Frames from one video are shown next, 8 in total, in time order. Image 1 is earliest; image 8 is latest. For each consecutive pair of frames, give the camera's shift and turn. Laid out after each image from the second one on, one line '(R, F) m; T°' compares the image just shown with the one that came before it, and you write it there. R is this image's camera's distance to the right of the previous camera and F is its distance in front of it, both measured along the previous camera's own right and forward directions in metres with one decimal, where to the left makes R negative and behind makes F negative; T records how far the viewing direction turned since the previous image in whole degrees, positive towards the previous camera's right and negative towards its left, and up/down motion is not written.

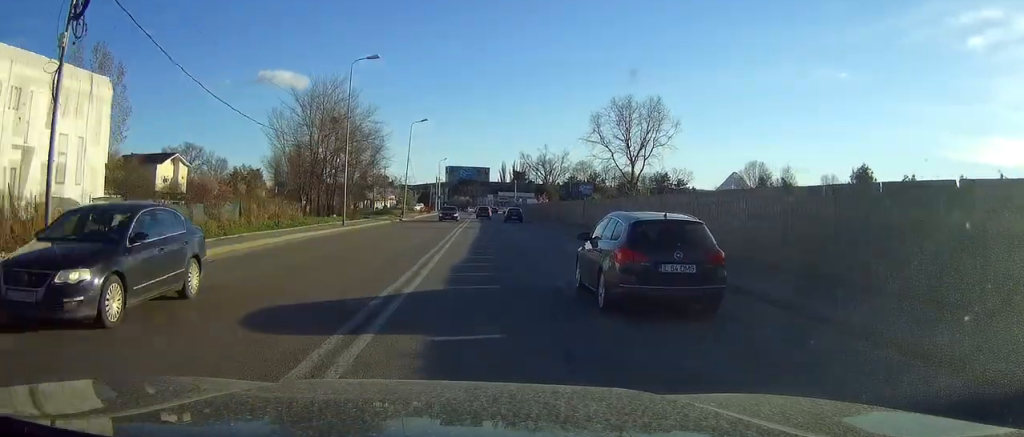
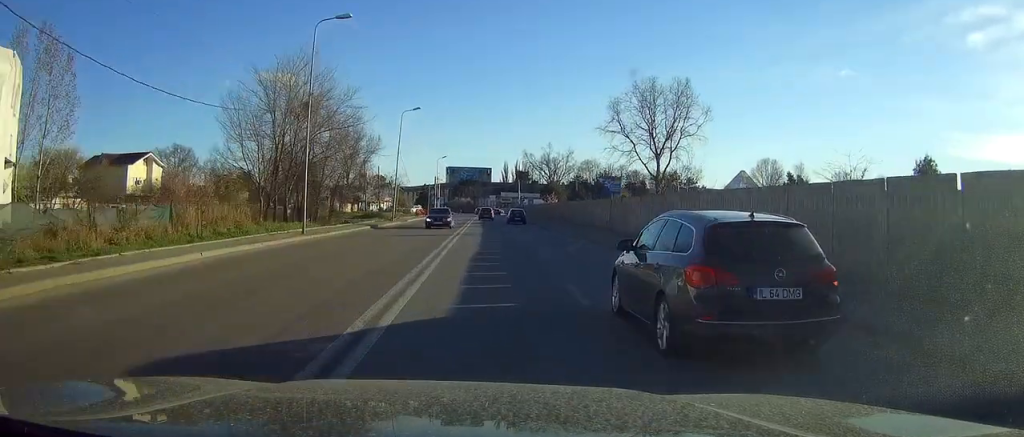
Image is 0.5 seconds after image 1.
(0.0, +10.0) m; 0°
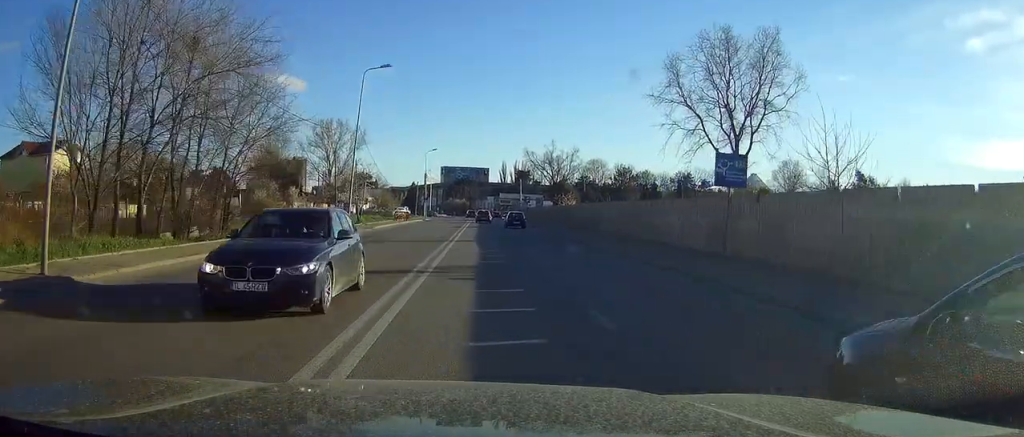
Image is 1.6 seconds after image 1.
(+0.1, +20.4) m; 0°
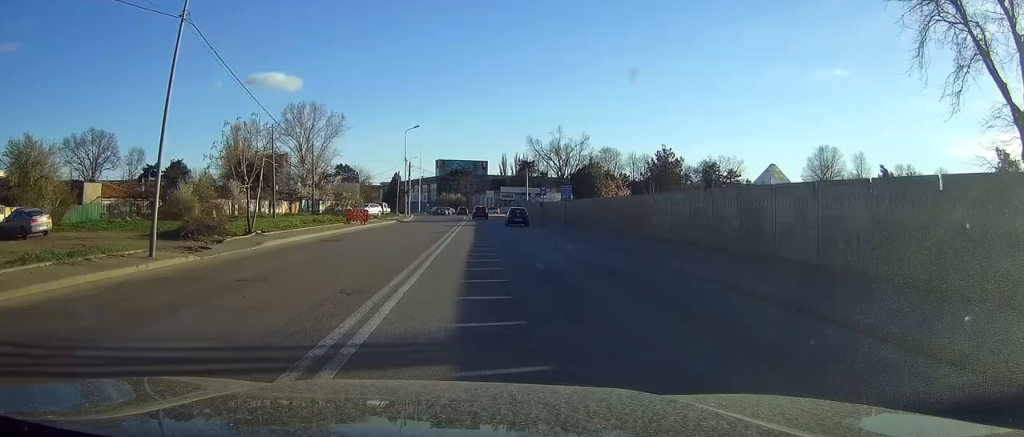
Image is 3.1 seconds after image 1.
(0.0, +26.4) m; 0°
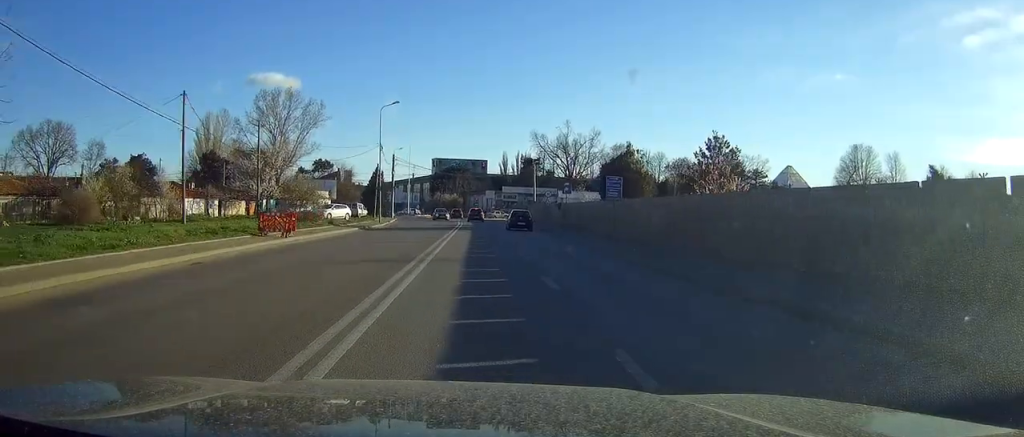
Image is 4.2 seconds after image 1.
(0.0, +19.8) m; 0°
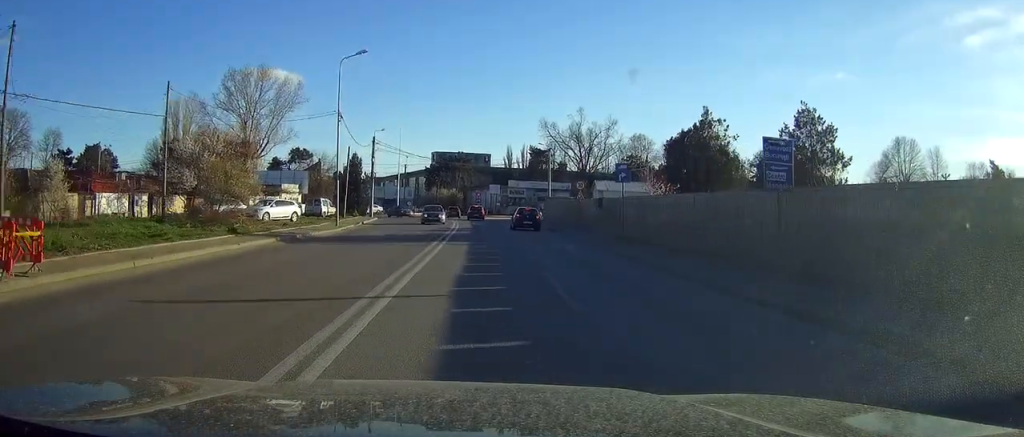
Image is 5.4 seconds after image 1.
(-0.1, +19.4) m; 0°
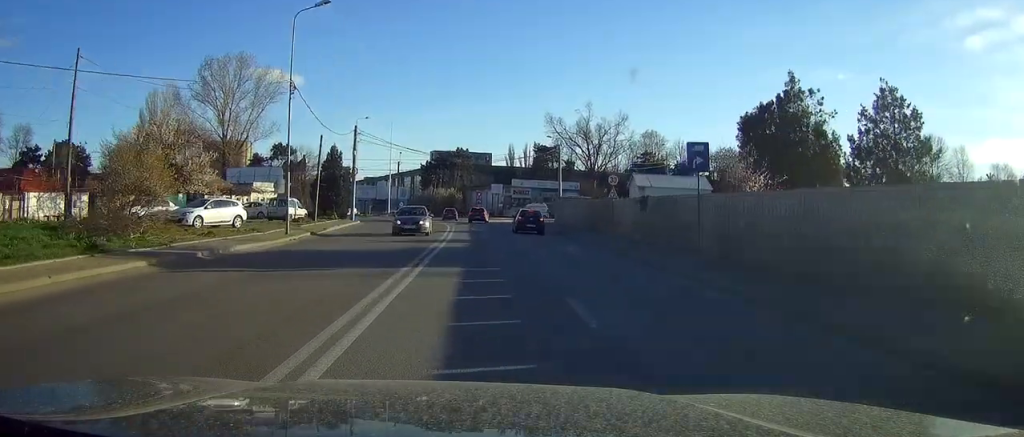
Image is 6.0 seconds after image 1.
(0.0, +11.2) m; 0°
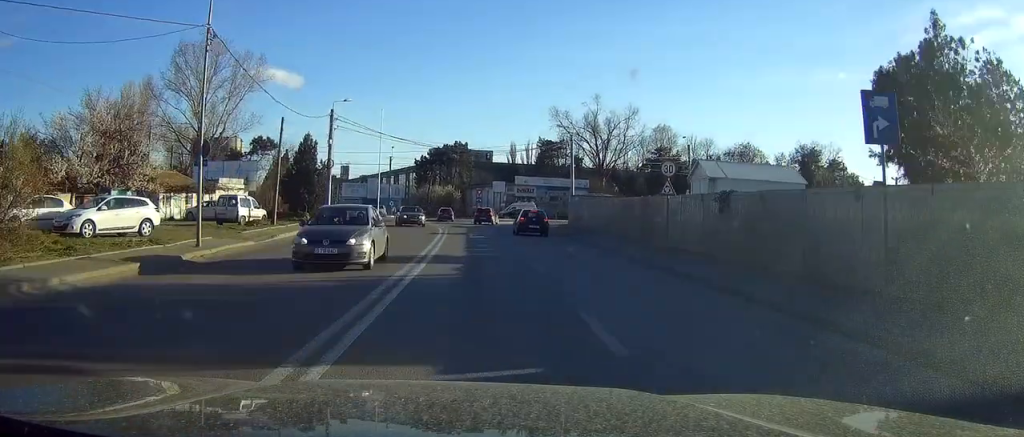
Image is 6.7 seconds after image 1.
(0.0, +10.2) m; 0°
